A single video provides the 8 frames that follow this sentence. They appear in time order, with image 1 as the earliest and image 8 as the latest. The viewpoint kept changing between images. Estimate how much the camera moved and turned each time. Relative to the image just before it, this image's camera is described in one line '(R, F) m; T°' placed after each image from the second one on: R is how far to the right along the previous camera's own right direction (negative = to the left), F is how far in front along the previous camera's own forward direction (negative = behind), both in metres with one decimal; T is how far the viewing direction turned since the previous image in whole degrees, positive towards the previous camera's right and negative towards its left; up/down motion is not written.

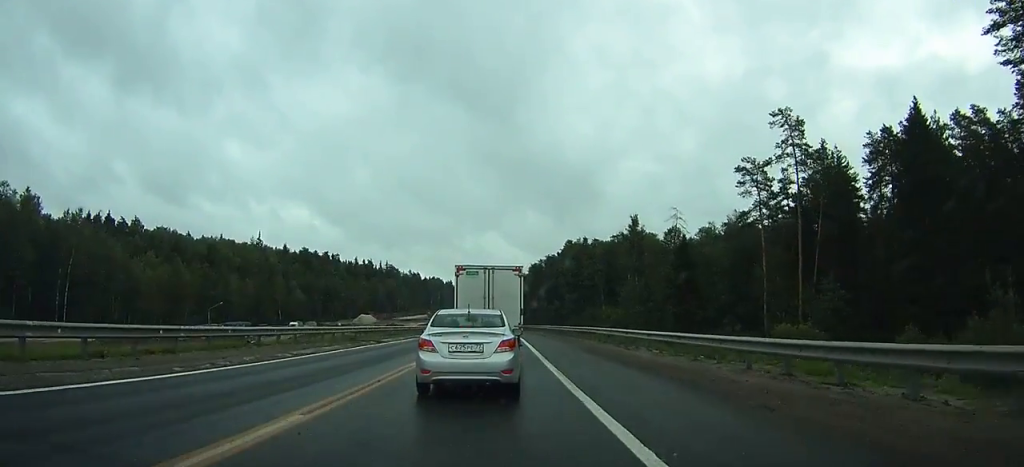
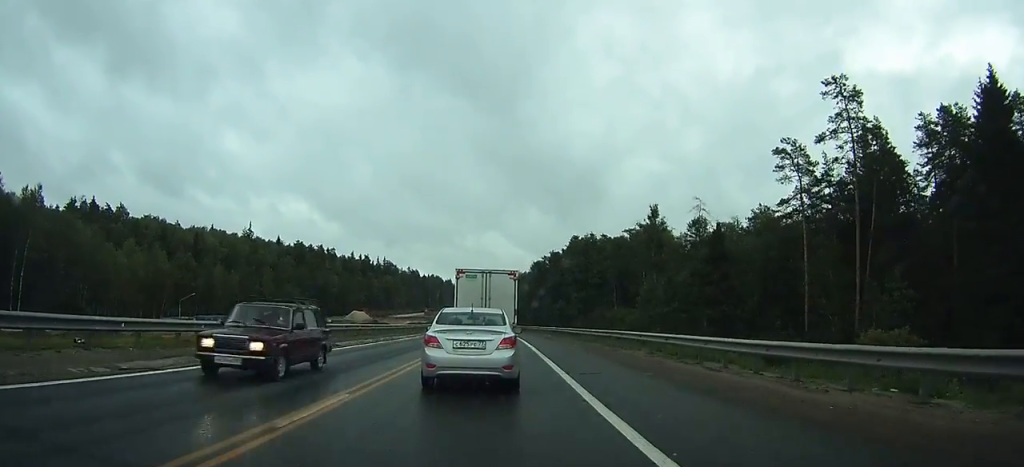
(-0.1, +10.0) m; 0°
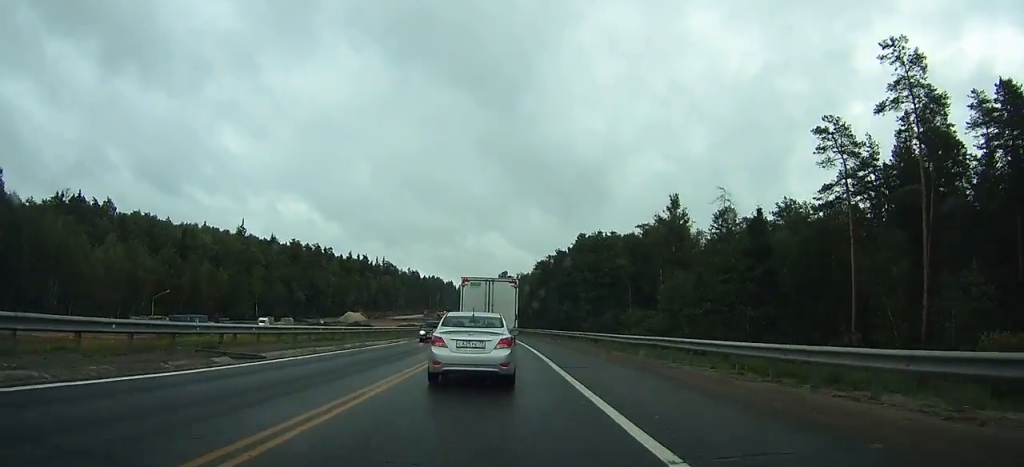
(+0.1, +8.7) m; +1°
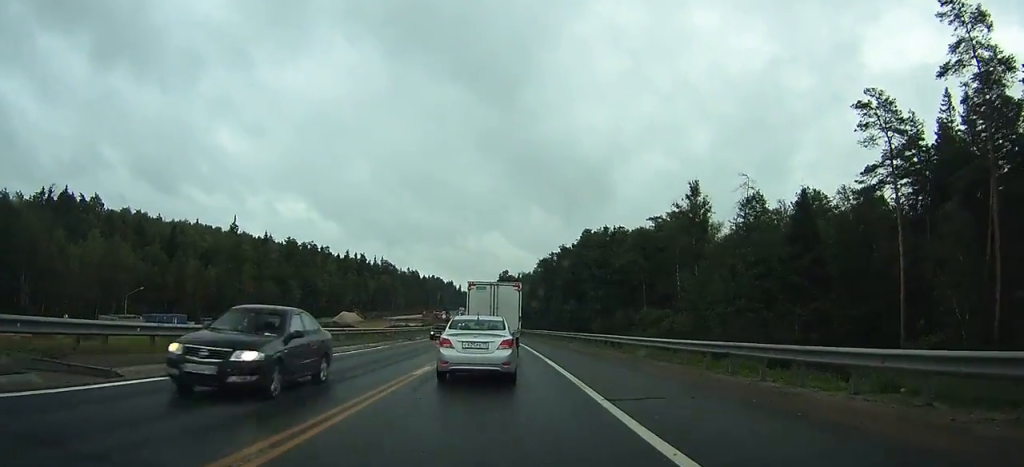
(+0.1, +7.2) m; +1°
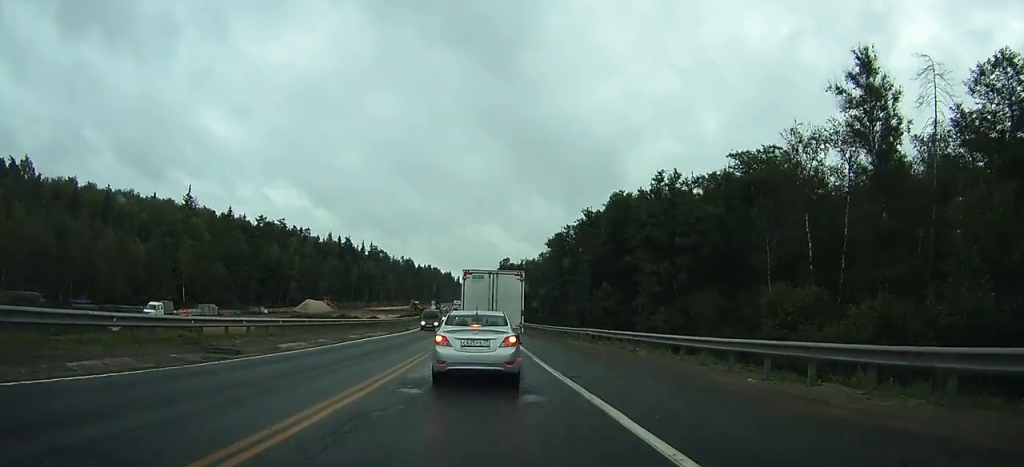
(0.0, +29.6) m; -1°
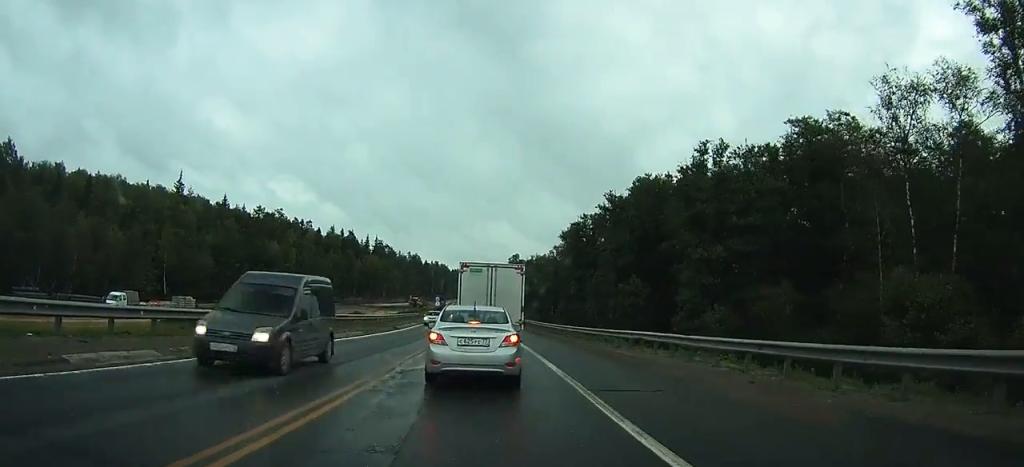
(-0.1, +11.5) m; -1°
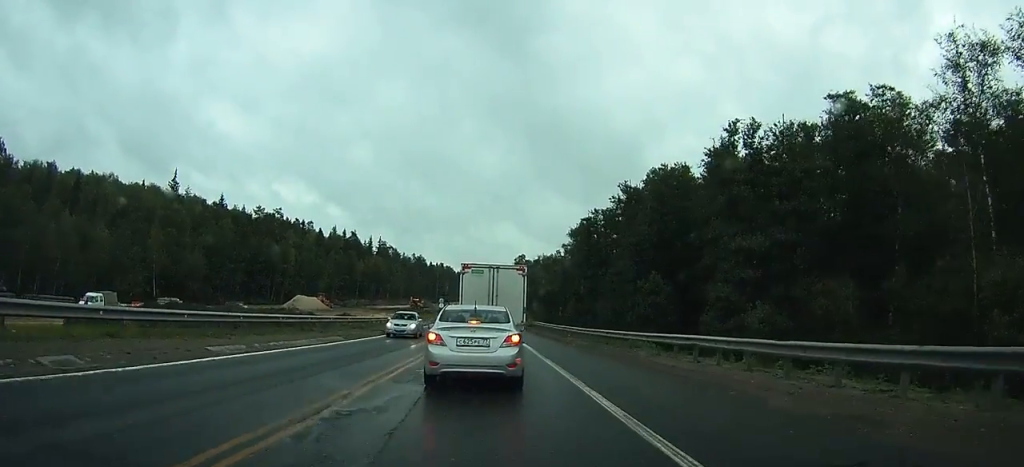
(0.0, +6.7) m; 0°
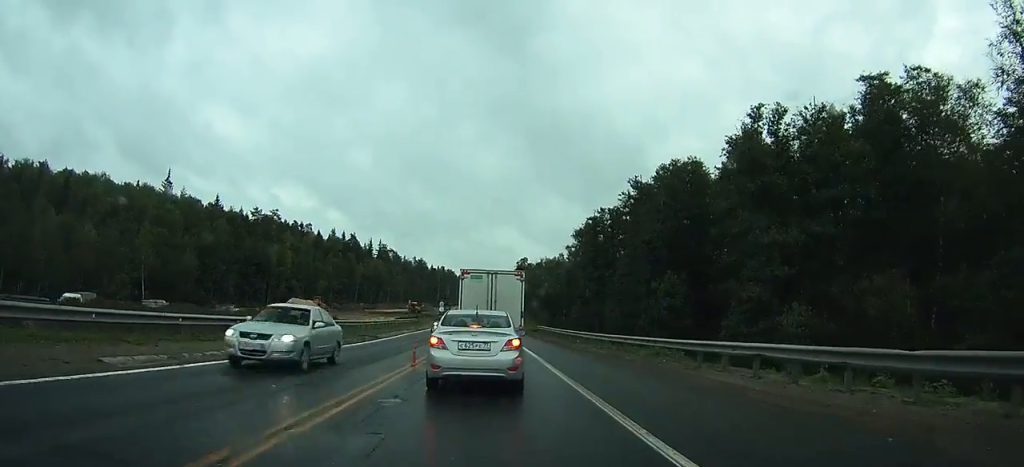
(0.0, +5.3) m; 0°
